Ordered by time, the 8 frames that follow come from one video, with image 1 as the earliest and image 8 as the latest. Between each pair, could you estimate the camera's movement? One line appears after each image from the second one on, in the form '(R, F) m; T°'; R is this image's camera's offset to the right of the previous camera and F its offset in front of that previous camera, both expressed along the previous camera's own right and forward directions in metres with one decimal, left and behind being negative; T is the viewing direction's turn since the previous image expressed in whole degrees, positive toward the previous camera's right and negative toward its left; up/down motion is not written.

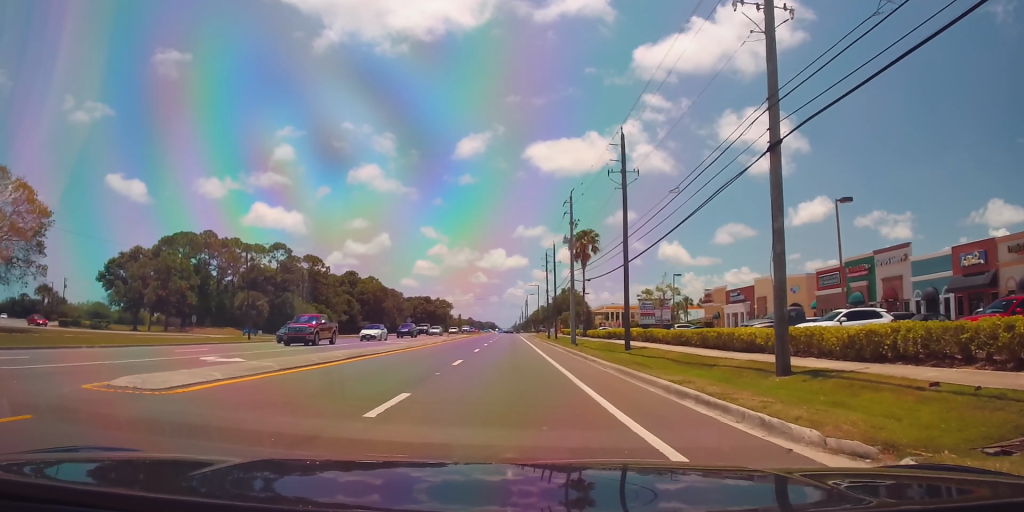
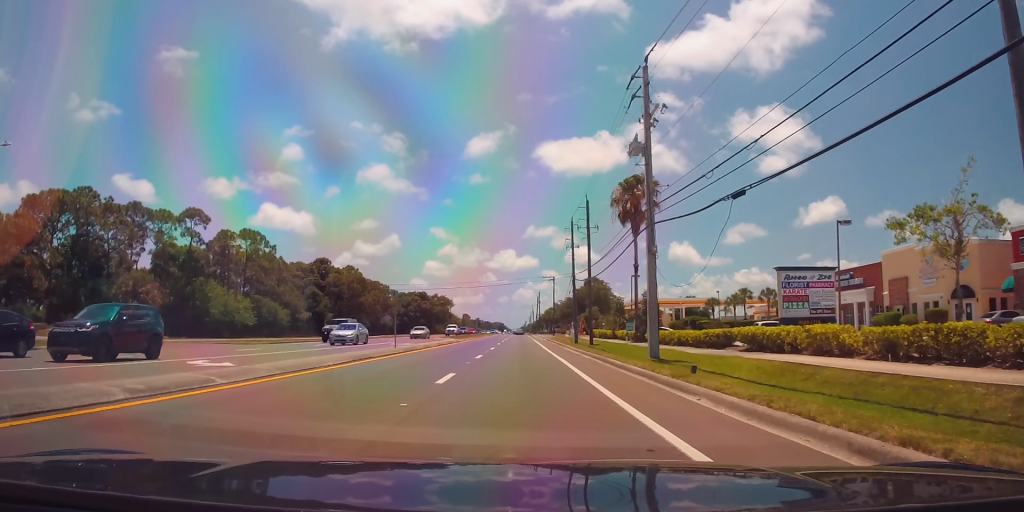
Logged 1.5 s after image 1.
(0.0, +30.9) m; 0°
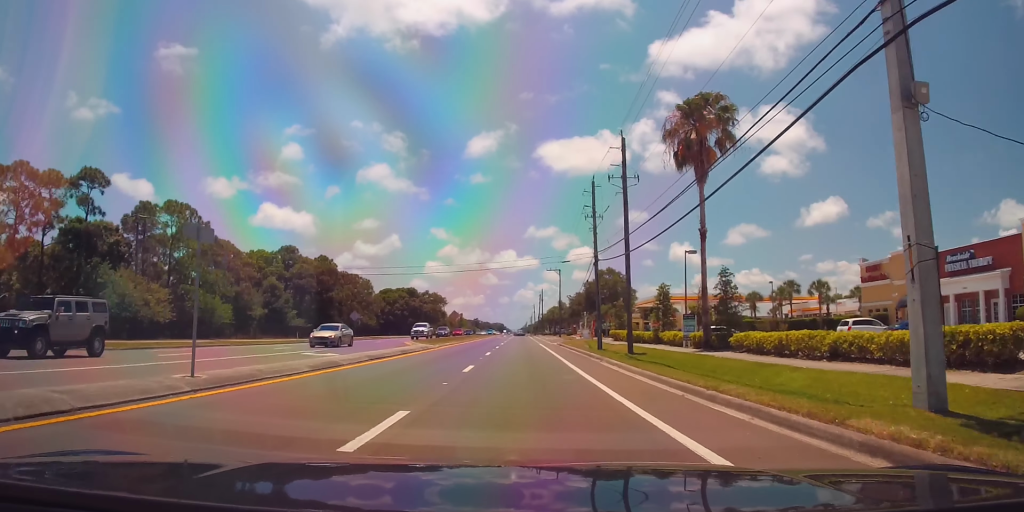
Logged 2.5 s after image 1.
(0.0, +19.5) m; 0°
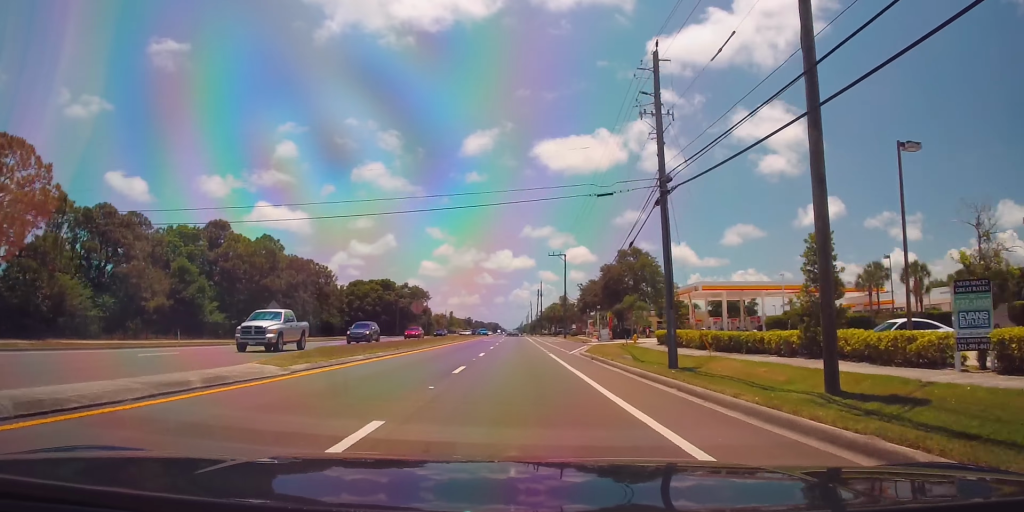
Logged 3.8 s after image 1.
(0.0, +25.5) m; 0°
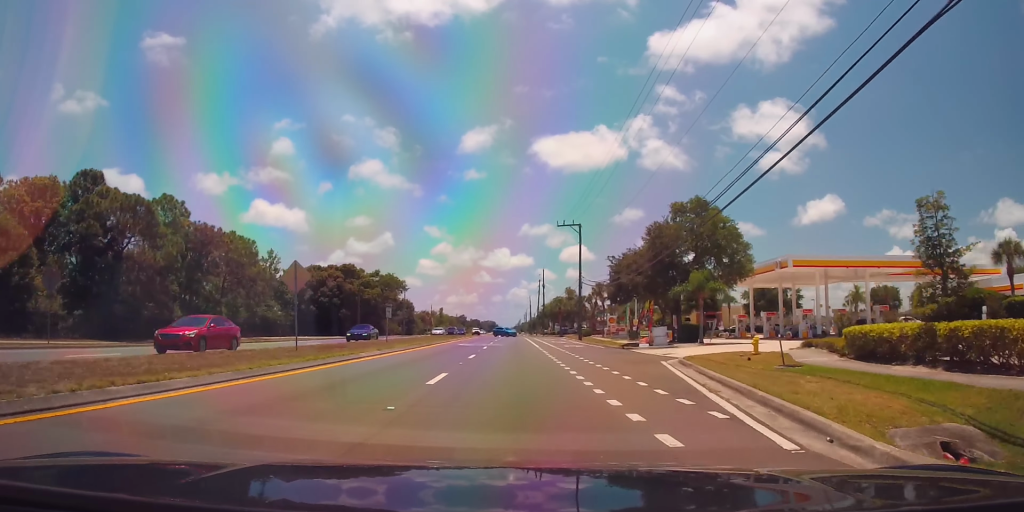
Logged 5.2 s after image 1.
(0.0, +28.1) m; 0°
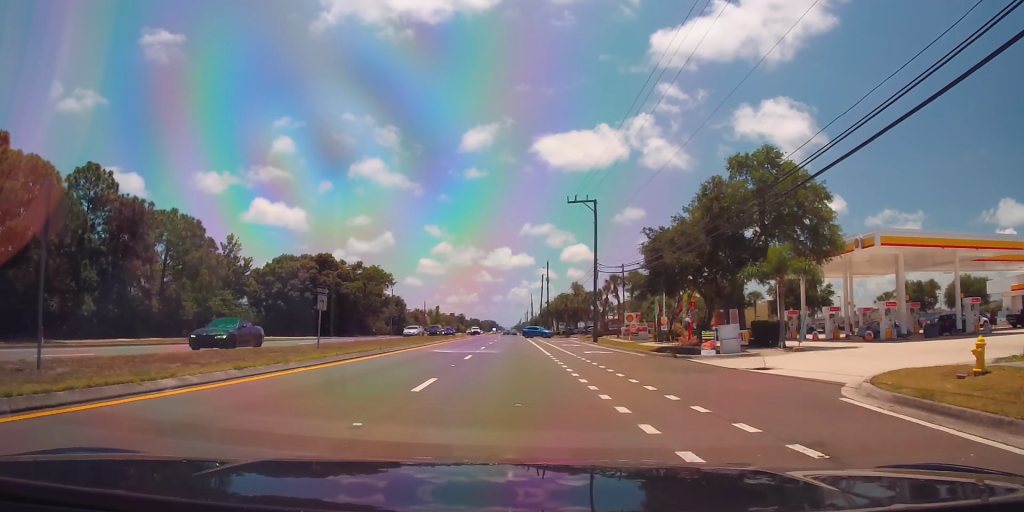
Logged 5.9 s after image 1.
(0.0, +13.9) m; 0°
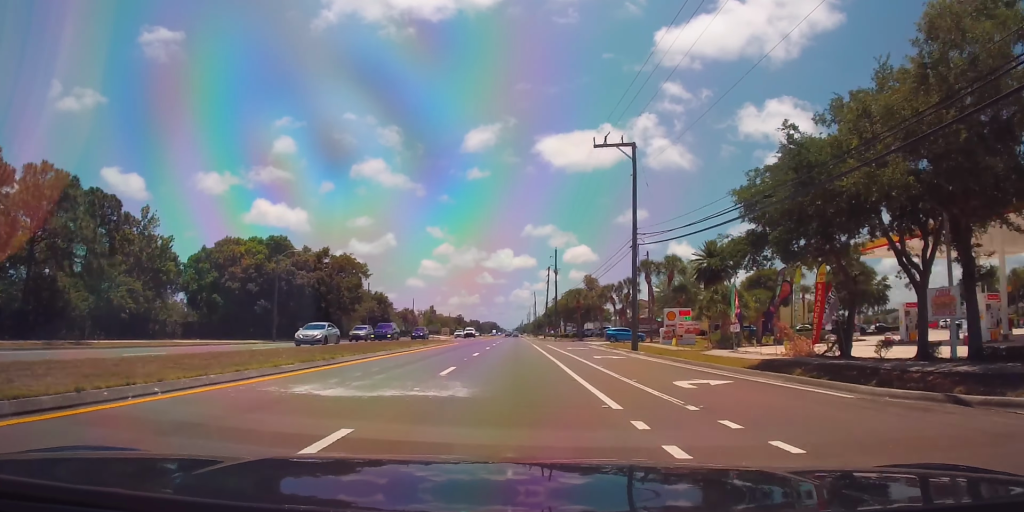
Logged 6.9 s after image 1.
(0.0, +19.9) m; 0°
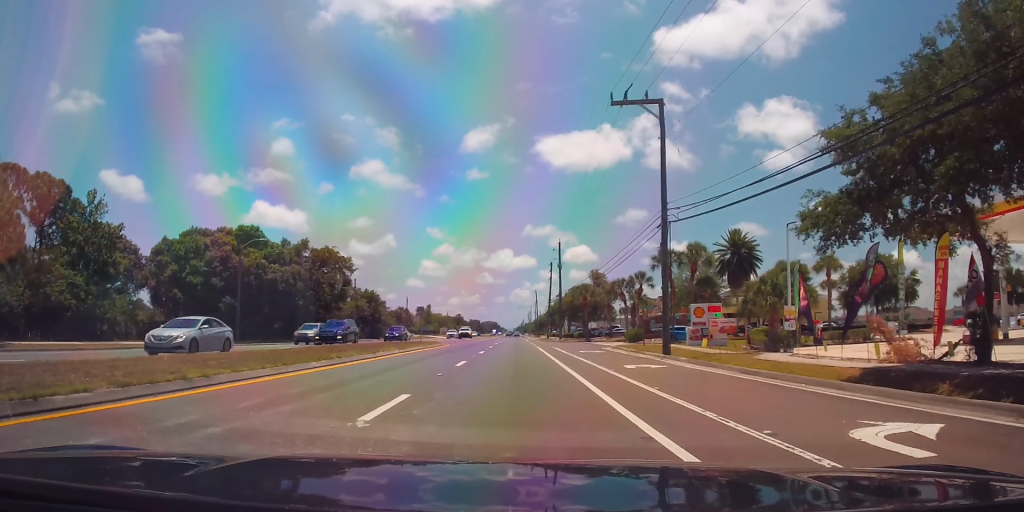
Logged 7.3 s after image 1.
(0.0, +8.6) m; 0°
